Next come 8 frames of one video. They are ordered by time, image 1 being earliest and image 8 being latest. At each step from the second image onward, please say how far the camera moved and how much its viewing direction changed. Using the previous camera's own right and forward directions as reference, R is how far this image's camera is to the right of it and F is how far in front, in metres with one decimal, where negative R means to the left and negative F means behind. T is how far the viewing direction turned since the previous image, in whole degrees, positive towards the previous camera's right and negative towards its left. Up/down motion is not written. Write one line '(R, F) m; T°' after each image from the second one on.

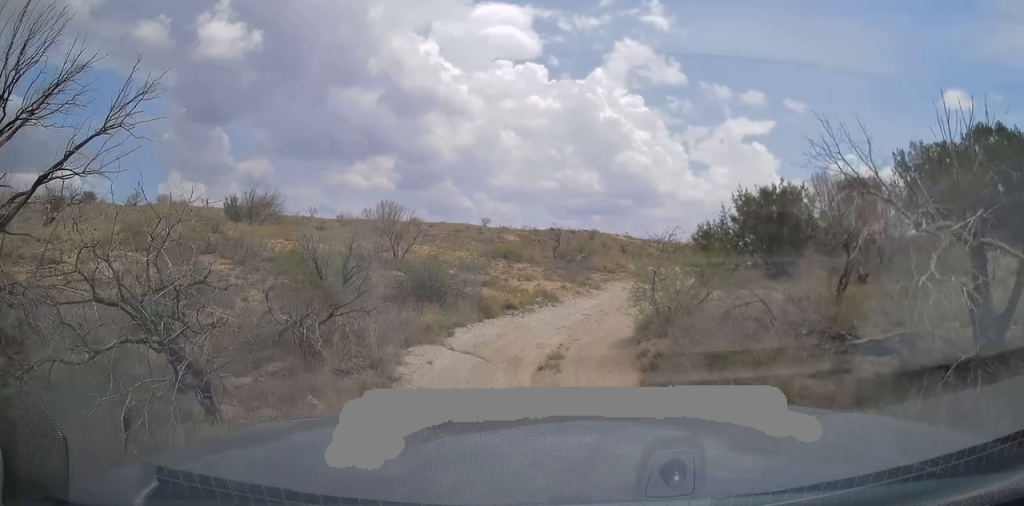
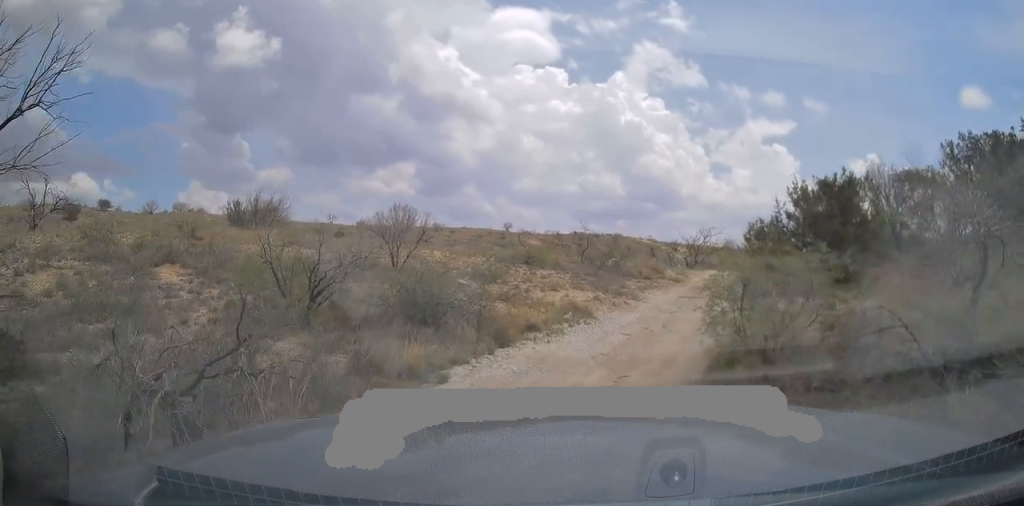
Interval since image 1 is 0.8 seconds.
(-0.1, +3.3) m; +2°
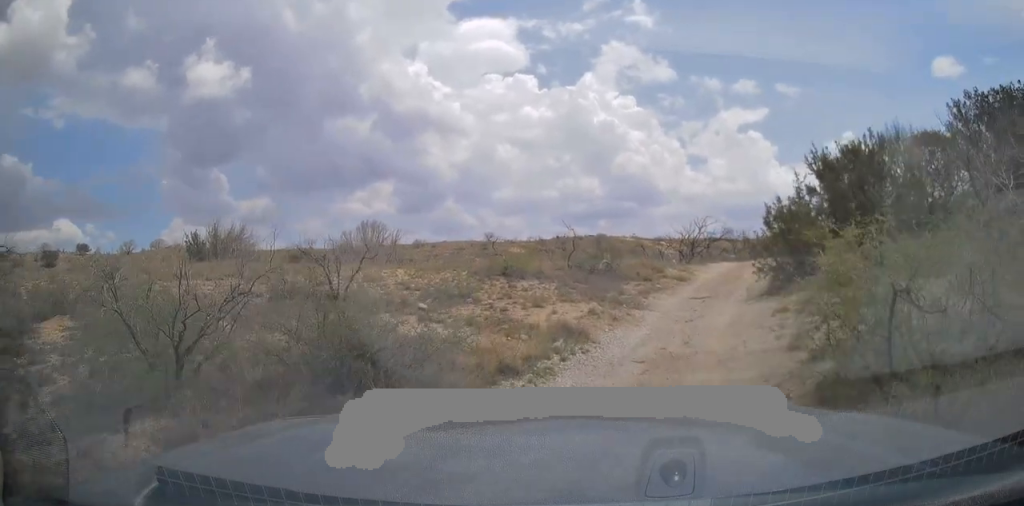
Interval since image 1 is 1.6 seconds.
(+0.3, +3.6) m; +3°
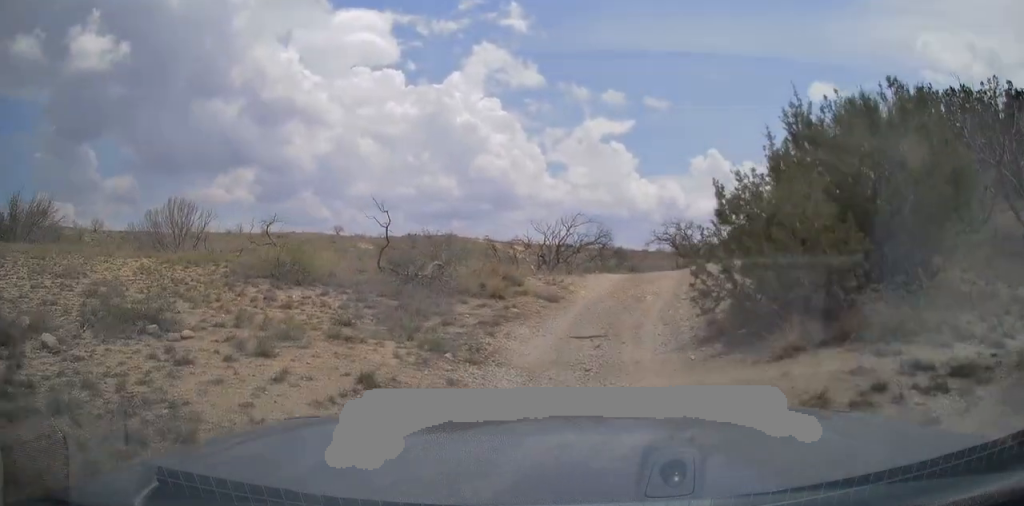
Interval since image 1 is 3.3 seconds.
(+0.4, +7.2) m; +8°
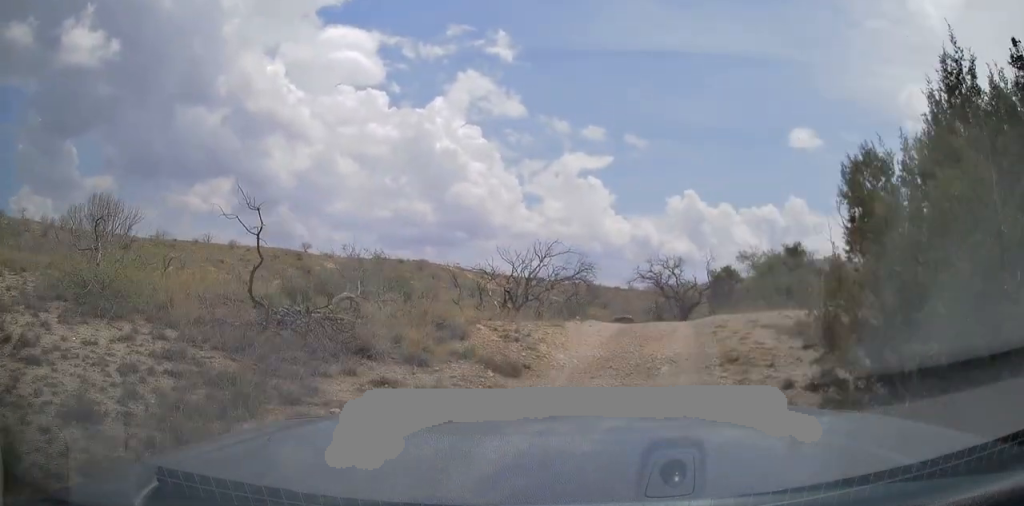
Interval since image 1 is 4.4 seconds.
(+0.2, +5.0) m; +4°
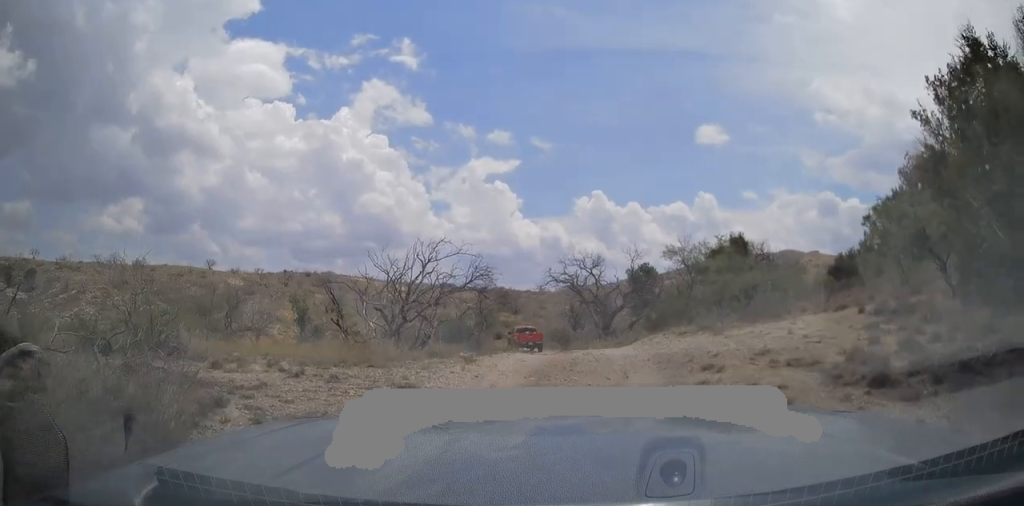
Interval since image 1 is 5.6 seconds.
(+0.2, +5.5) m; +5°
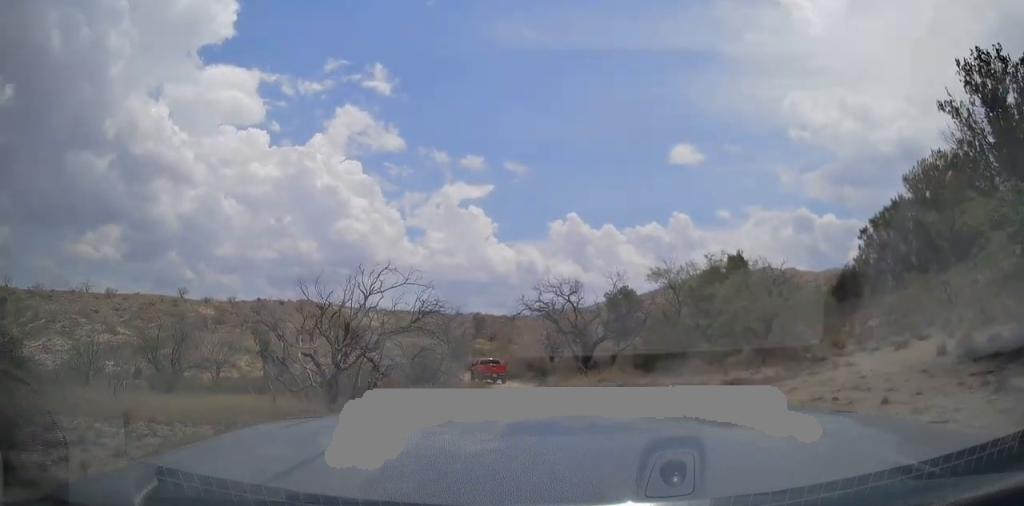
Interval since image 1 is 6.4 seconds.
(+0.1, +3.5) m; +3°
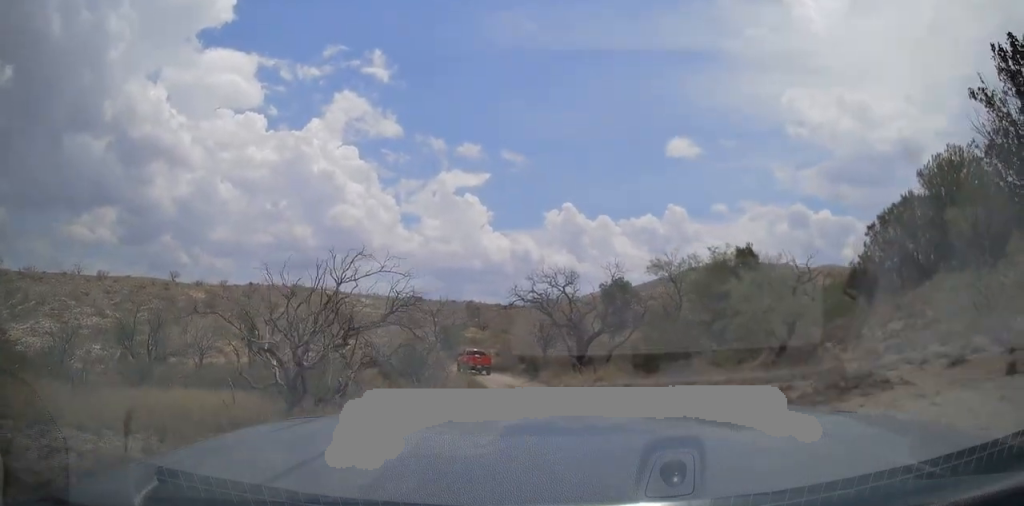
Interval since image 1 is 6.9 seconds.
(0.0, +1.8) m; +1°
